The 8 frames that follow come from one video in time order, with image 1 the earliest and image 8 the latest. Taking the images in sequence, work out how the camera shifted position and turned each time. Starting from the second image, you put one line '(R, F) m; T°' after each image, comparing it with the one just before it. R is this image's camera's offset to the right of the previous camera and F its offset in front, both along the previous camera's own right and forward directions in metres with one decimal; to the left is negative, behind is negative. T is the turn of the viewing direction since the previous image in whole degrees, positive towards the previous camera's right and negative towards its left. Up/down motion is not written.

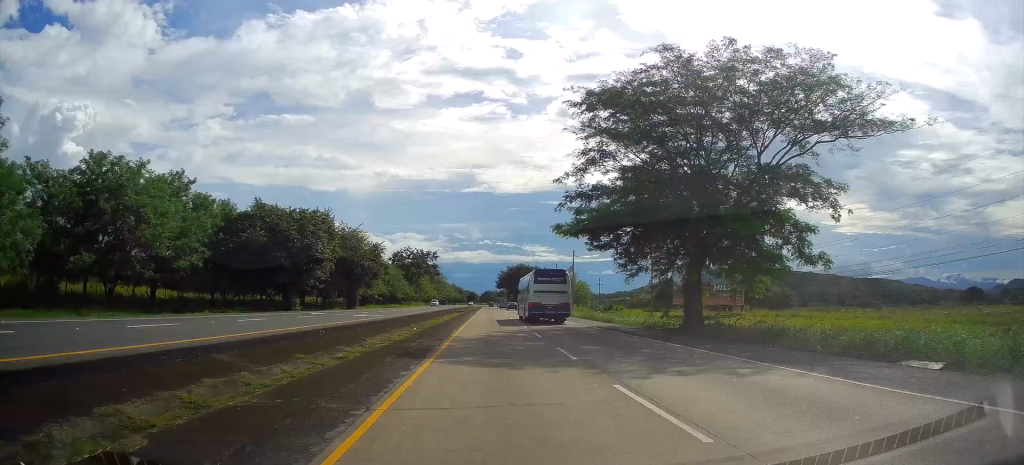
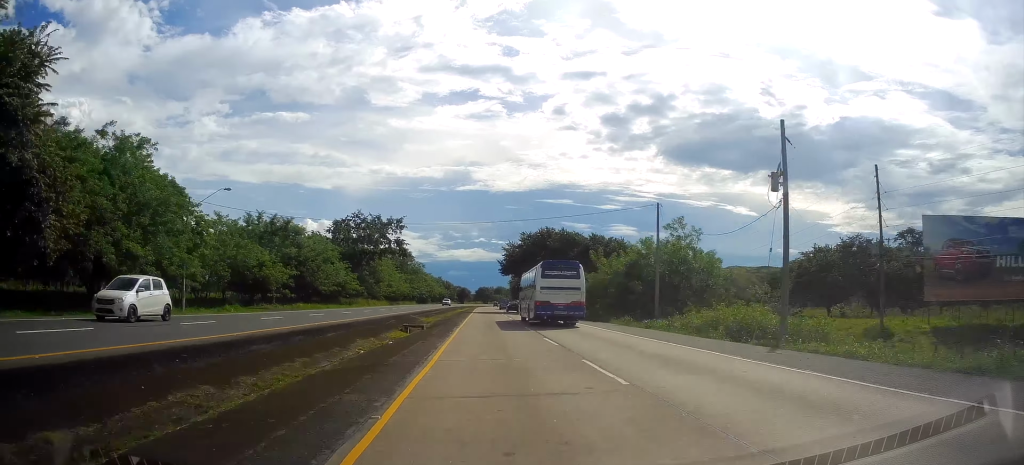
(+0.3, +62.2) m; +1°
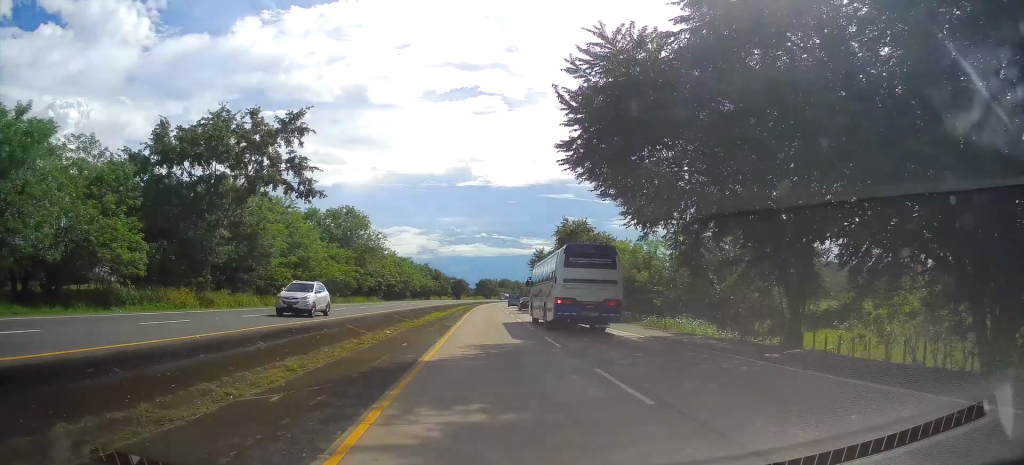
(0.0, +59.2) m; 0°
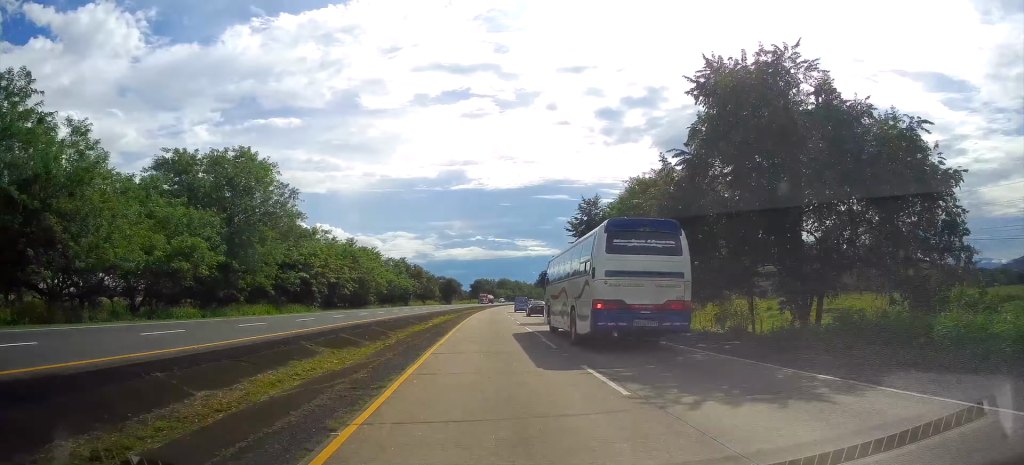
(-0.2, +40.5) m; 0°
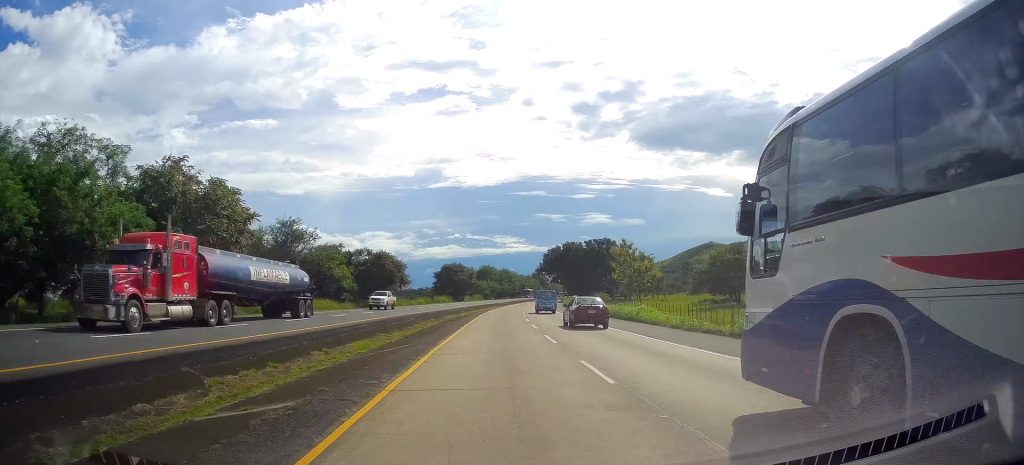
(+1.5, +91.7) m; +2°
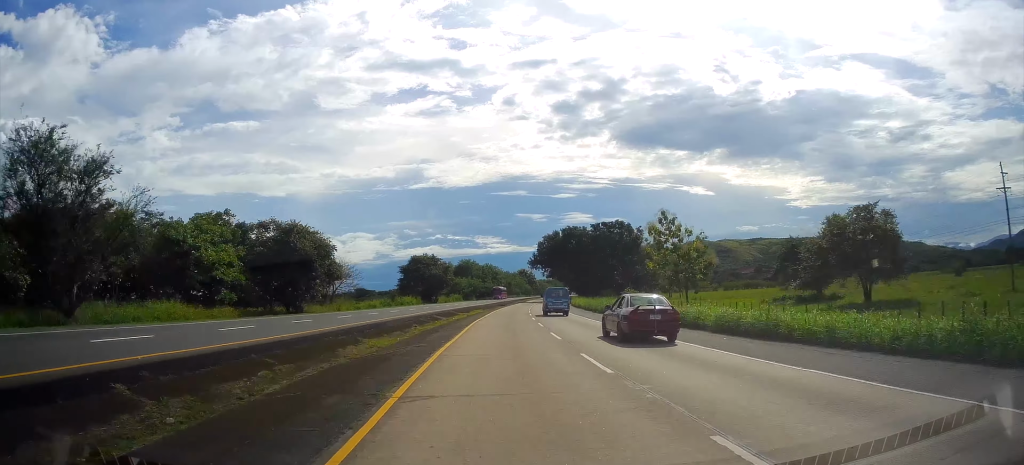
(-0.4, +31.9) m; +2°
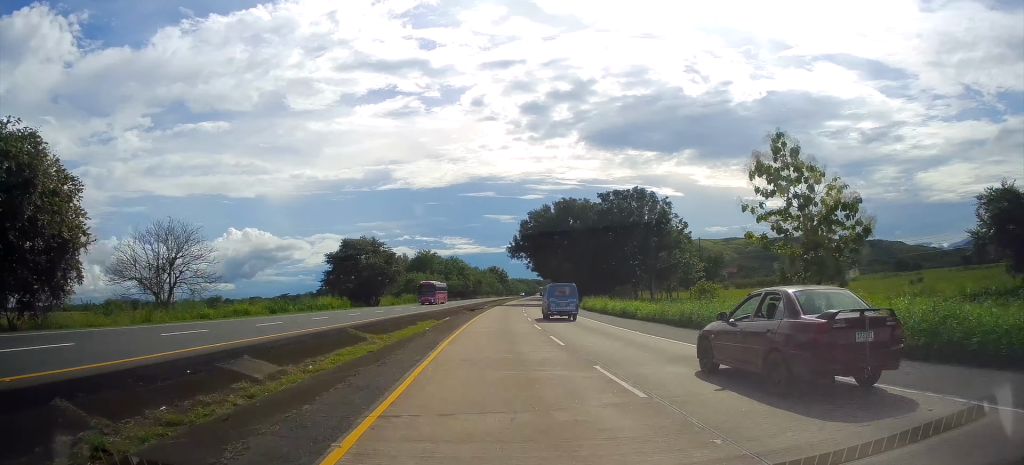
(+1.3, +36.1) m; +2°
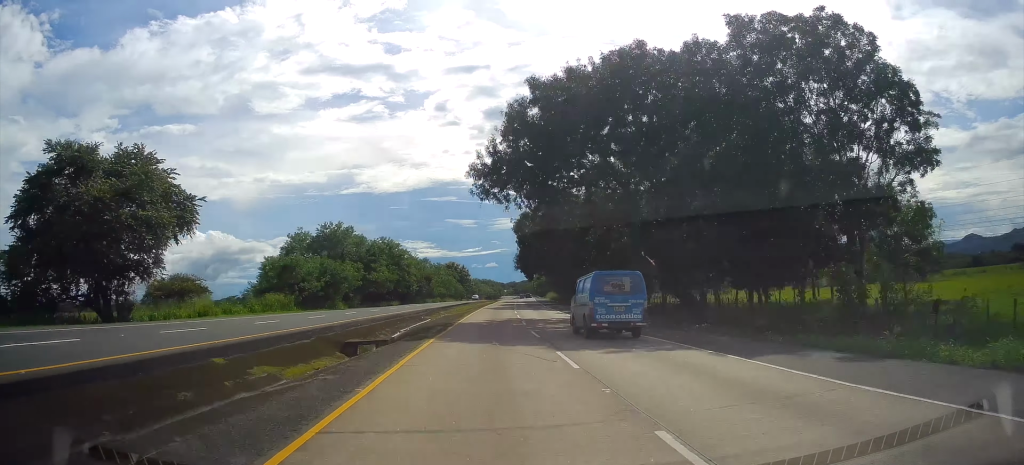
(+1.6, +55.1) m; +4°
